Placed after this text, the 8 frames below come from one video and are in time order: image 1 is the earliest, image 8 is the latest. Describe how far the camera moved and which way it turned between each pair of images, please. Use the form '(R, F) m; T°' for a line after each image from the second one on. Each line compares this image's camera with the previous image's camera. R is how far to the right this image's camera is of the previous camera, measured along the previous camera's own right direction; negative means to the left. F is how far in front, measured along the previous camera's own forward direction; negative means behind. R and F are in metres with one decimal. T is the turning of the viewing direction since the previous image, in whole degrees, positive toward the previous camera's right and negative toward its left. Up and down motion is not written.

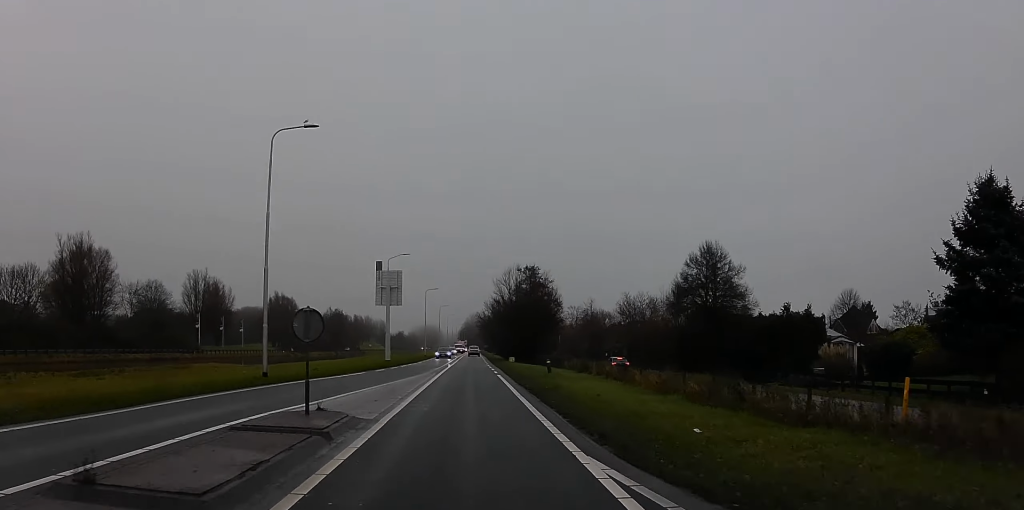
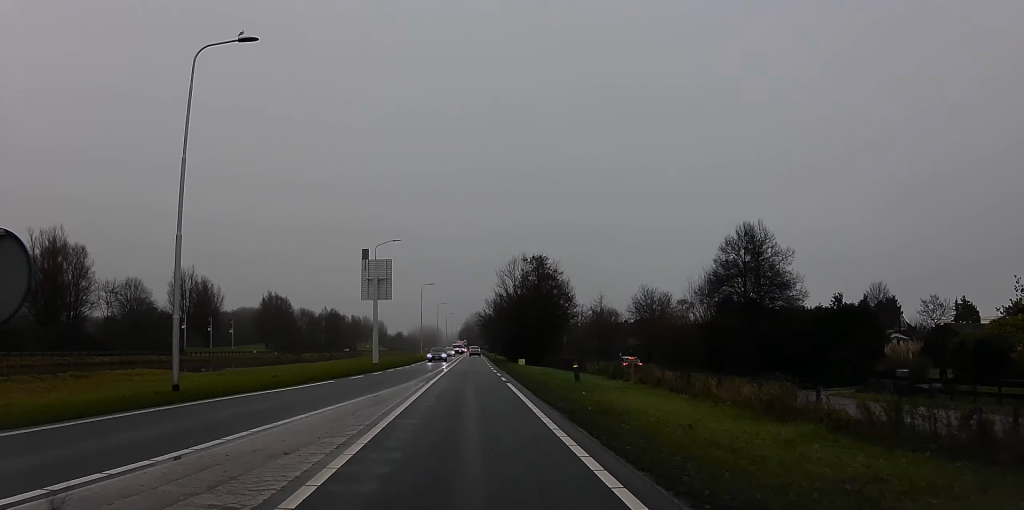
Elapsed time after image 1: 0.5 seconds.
(+0.2, +8.9) m; +1°
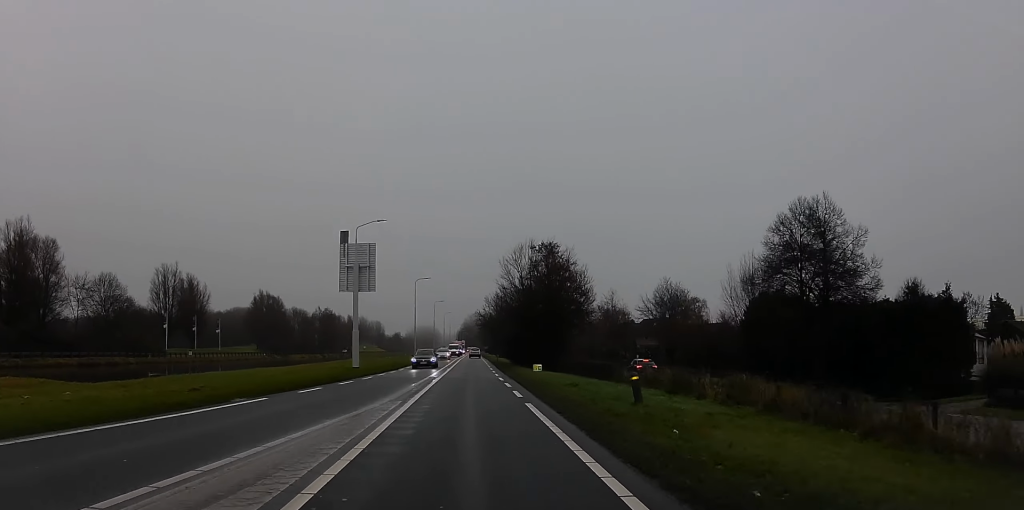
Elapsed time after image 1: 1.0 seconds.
(+0.4, +10.5) m; +1°
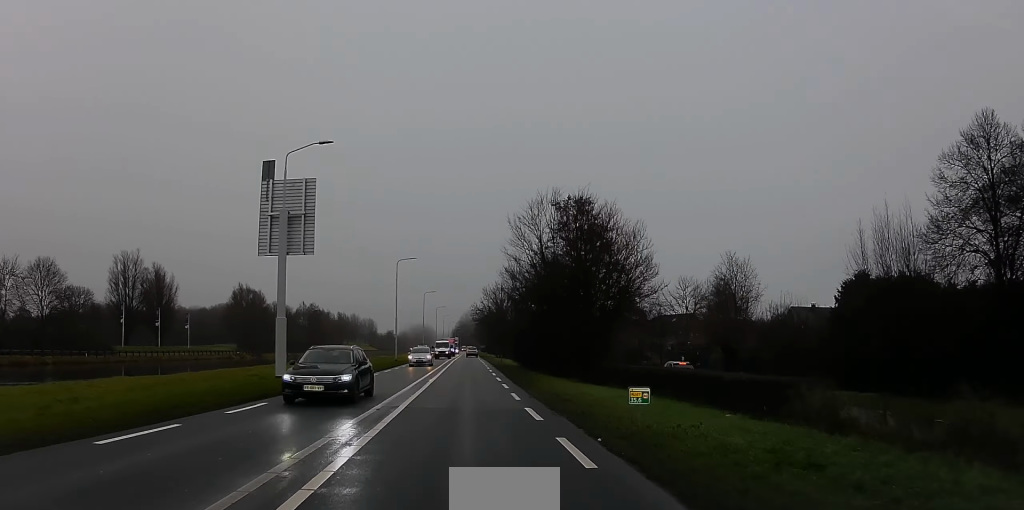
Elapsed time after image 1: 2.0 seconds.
(-0.2, +19.3) m; +4°
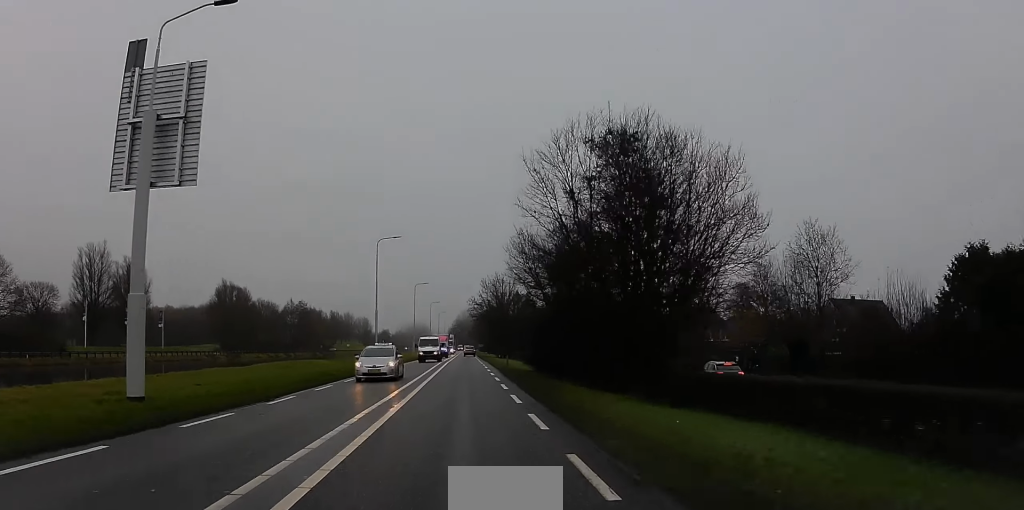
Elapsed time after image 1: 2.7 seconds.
(+1.0, +13.4) m; -1°
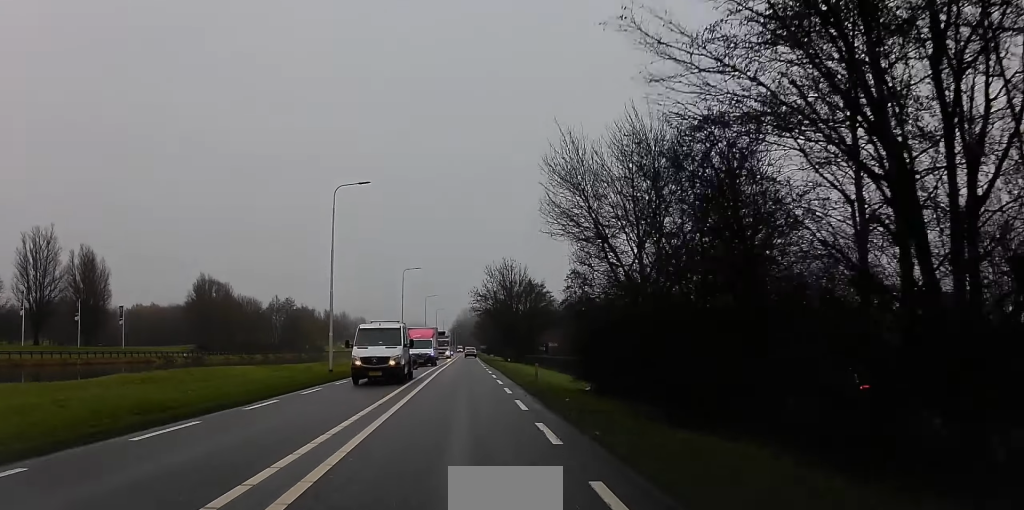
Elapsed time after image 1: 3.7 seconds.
(-0.8, +20.0) m; -3°
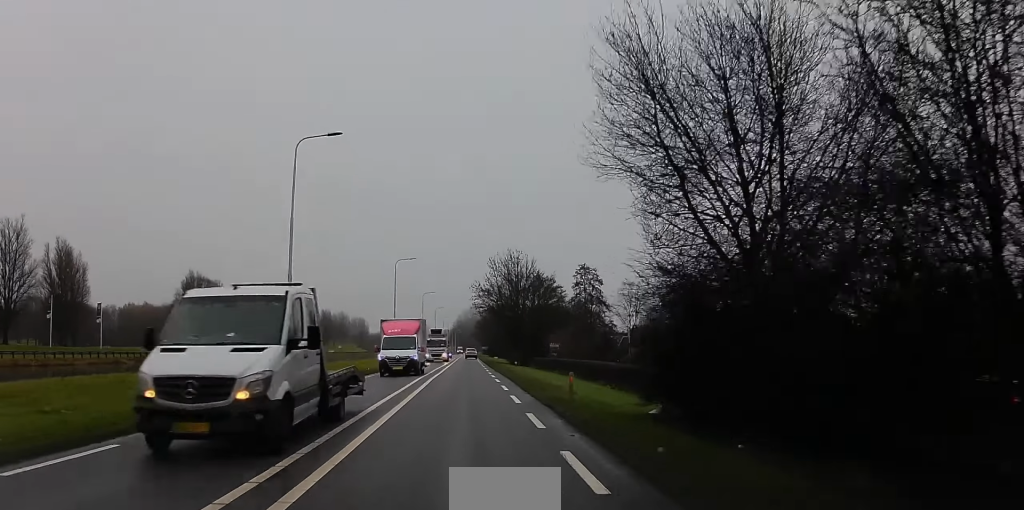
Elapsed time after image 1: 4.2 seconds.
(-0.6, +9.8) m; -1°
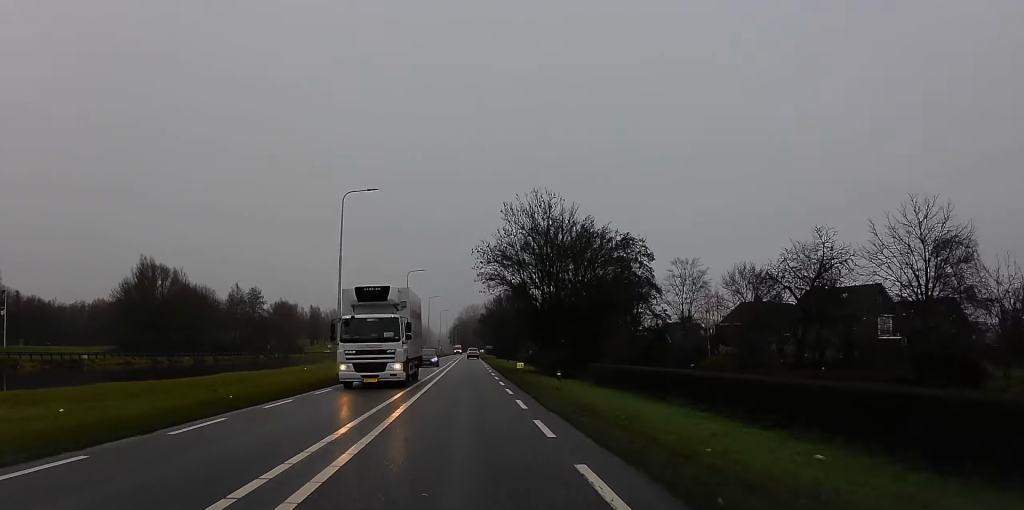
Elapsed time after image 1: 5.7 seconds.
(+0.9, +31.3) m; +1°
